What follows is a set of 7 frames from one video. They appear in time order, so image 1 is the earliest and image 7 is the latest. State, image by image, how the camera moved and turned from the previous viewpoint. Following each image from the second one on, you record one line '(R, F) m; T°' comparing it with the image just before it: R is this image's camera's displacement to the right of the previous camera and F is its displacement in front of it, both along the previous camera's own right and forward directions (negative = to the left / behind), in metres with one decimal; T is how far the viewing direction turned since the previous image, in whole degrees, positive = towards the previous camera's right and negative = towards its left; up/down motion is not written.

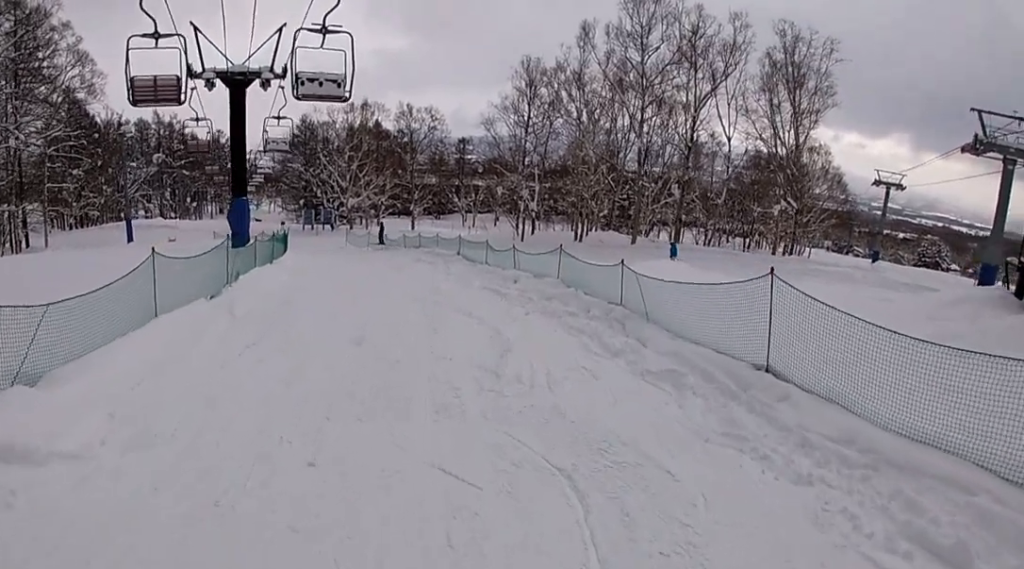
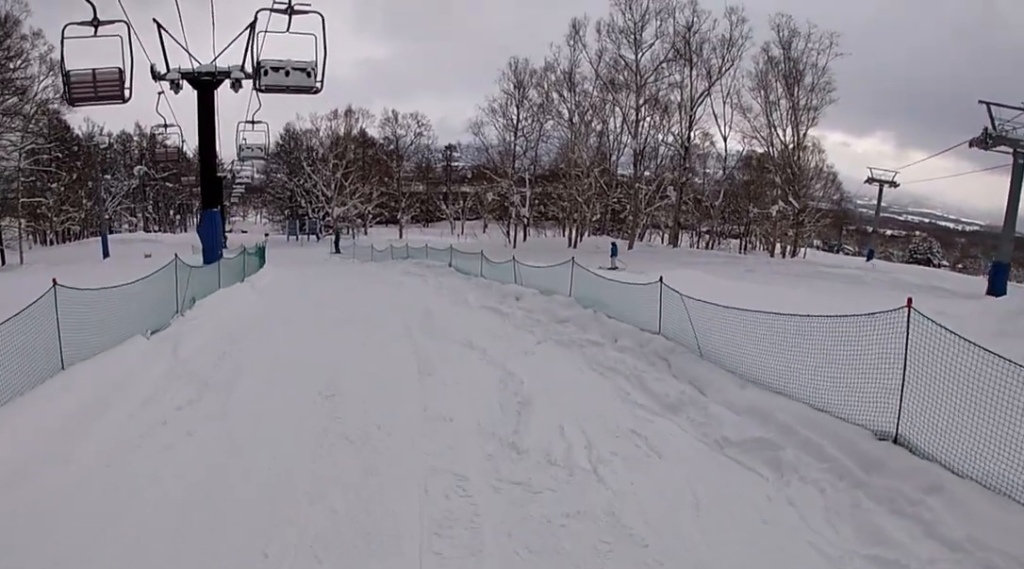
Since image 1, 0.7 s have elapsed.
(-0.2, +4.8) m; -2°
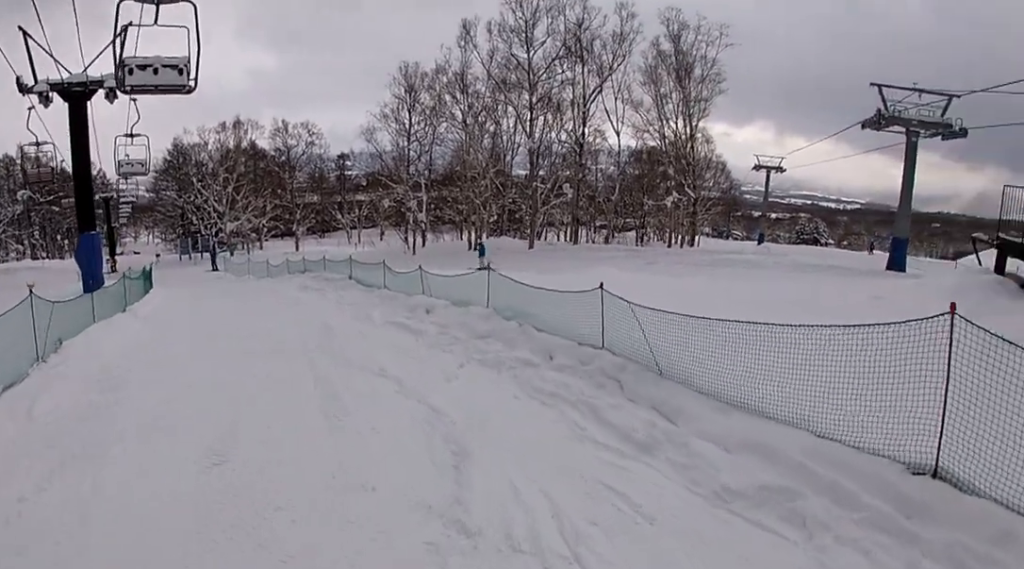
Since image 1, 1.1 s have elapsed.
(+0.1, +2.9) m; 0°
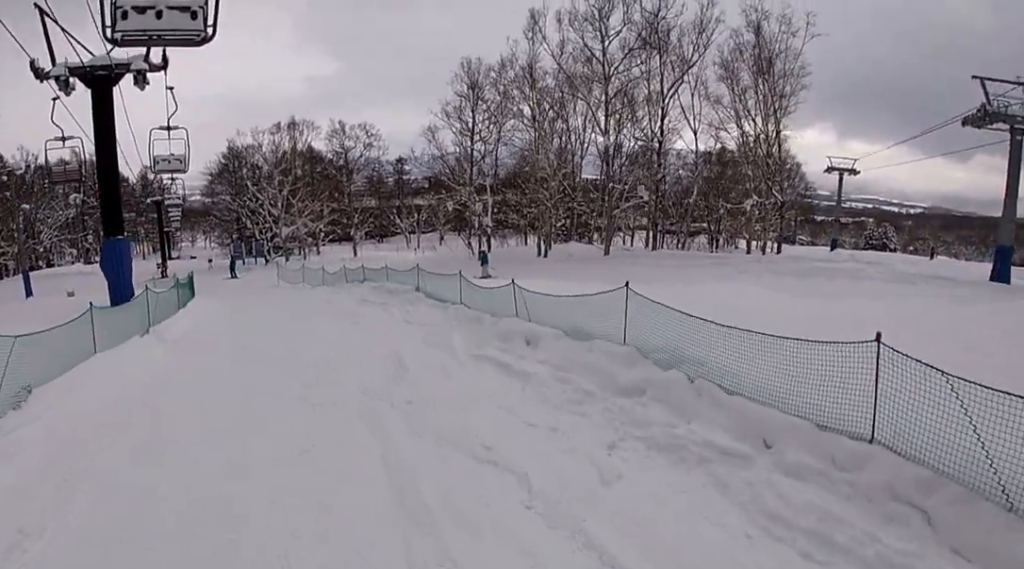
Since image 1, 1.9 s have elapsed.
(-0.1, +5.7) m; -5°
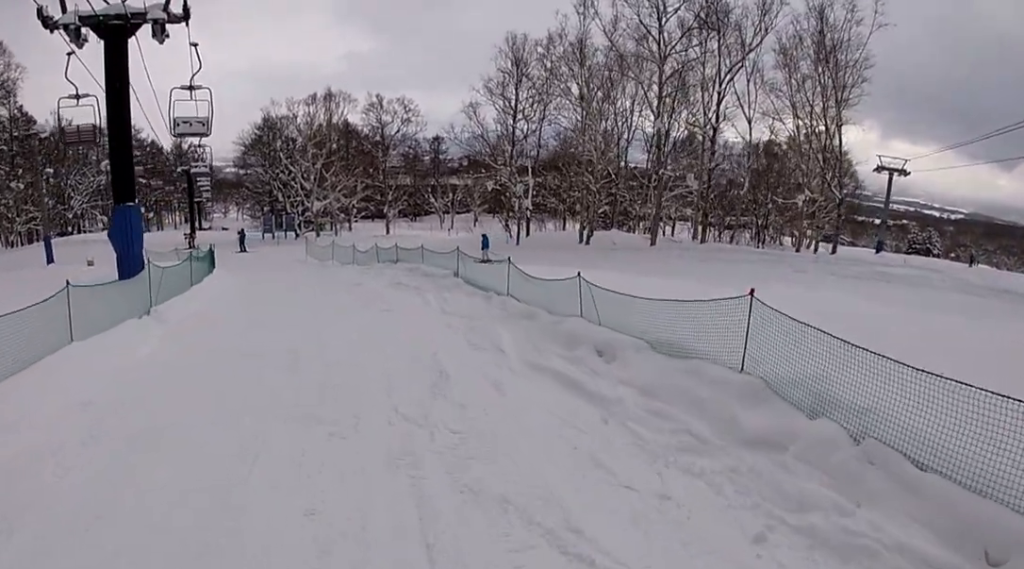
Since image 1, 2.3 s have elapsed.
(0.0, +3.1) m; -4°
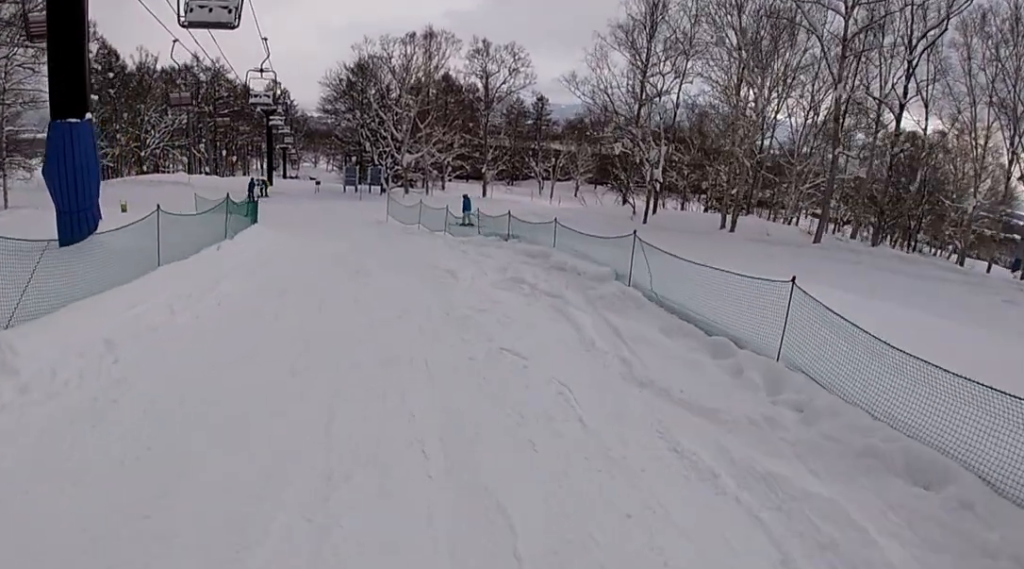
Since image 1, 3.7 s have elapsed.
(-1.9, +9.6) m; -22°
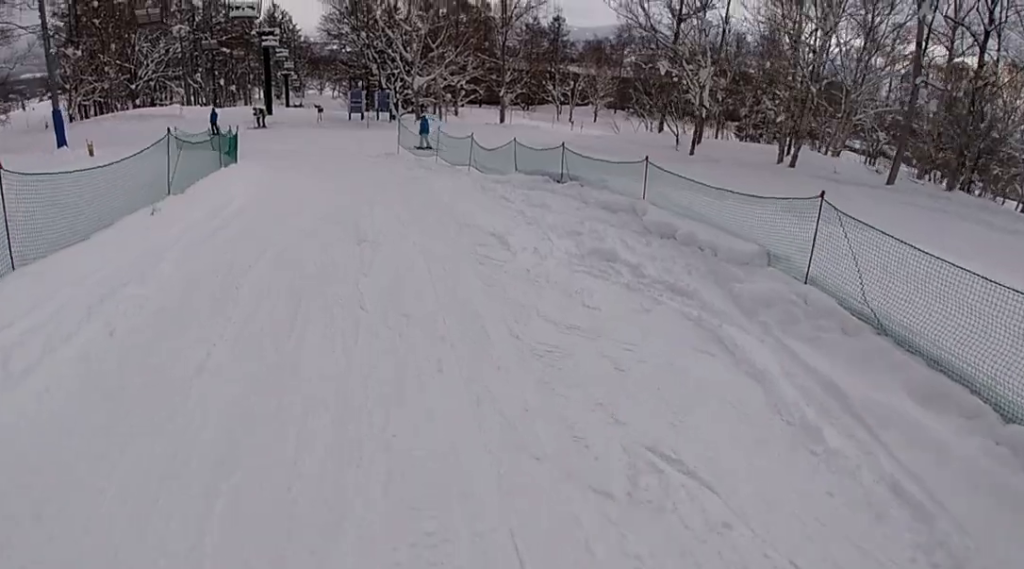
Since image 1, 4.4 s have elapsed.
(-0.7, +4.7) m; -7°
